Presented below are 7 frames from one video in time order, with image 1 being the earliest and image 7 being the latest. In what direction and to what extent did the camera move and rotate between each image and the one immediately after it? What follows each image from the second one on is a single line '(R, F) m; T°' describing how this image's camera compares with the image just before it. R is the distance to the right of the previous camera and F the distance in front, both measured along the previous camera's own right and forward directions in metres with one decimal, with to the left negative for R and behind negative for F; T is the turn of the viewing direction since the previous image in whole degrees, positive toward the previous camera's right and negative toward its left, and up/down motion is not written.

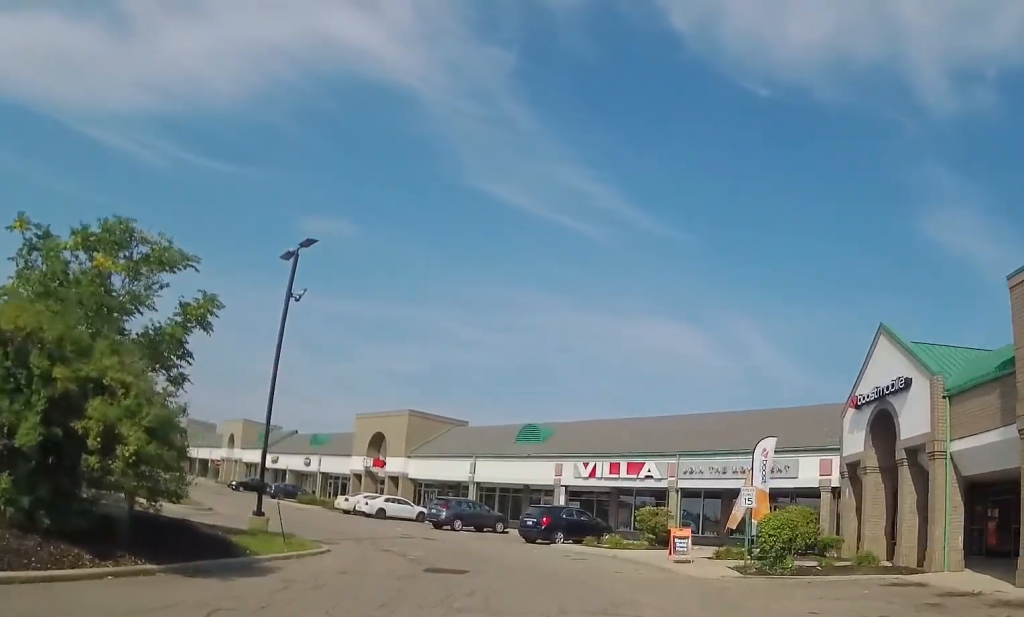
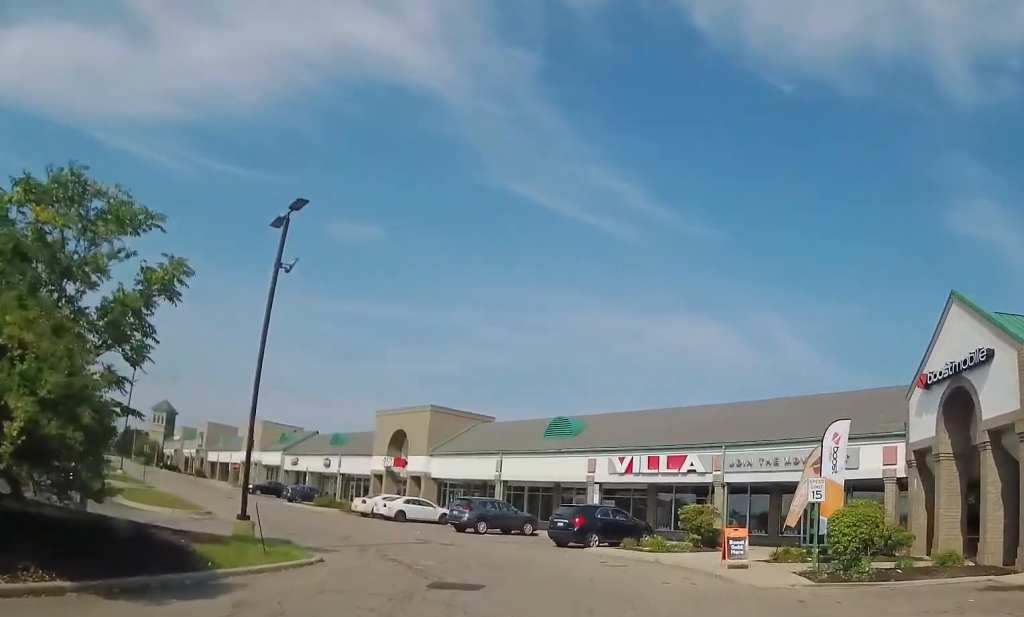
(-0.2, +3.2) m; -4°
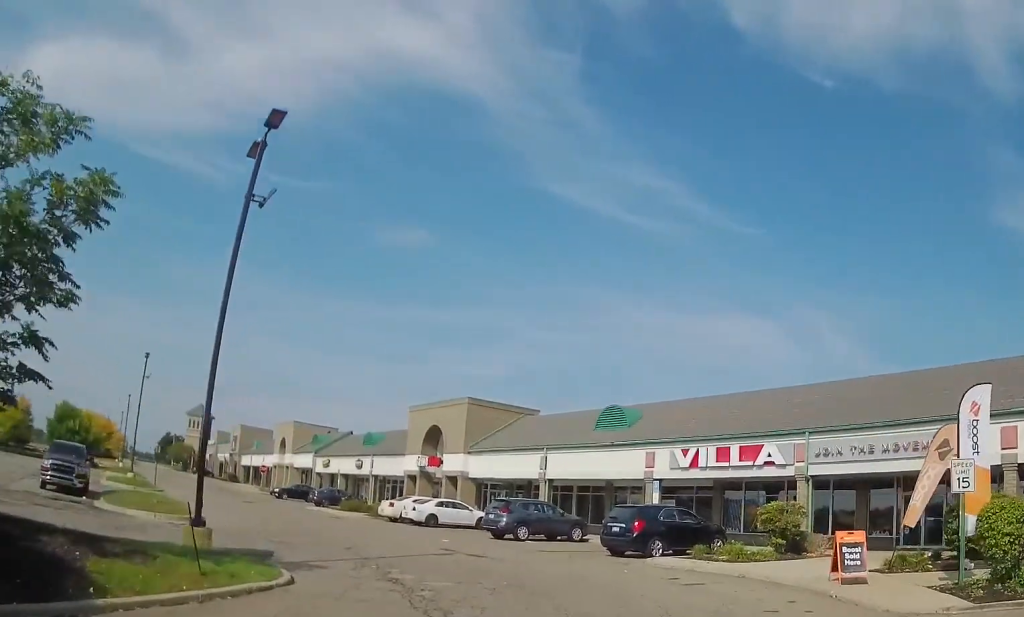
(-0.1, +5.0) m; -3°
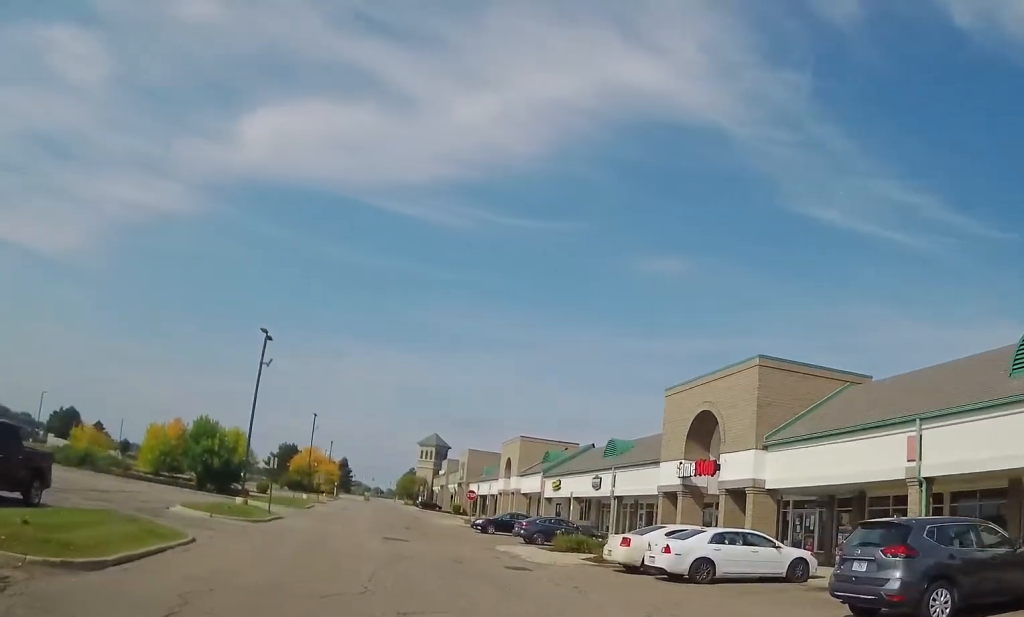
(-2.1, +17.5) m; -21°
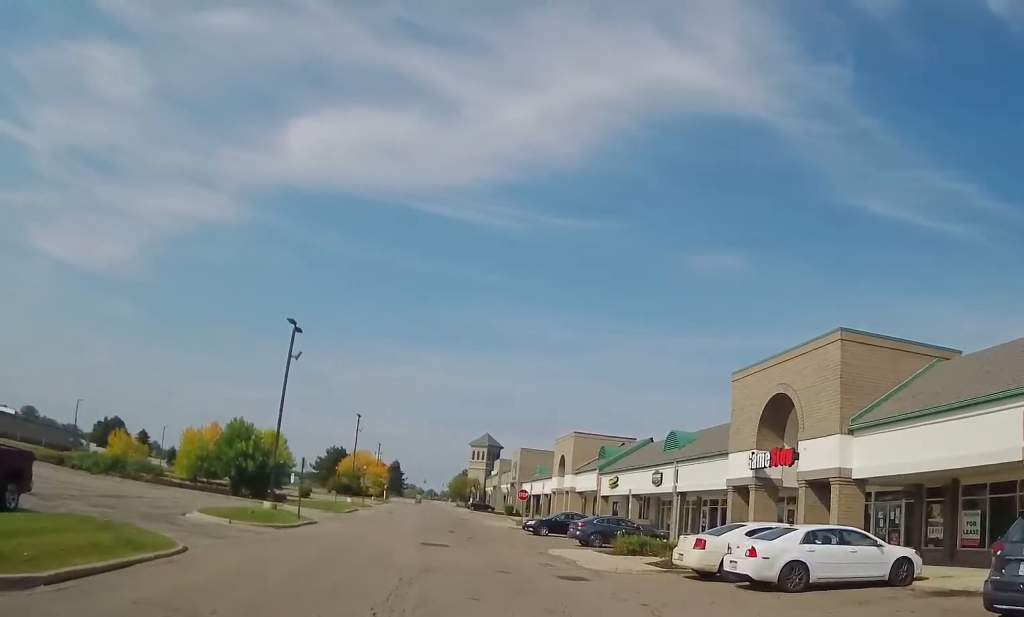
(0.0, +3.0) m; -6°
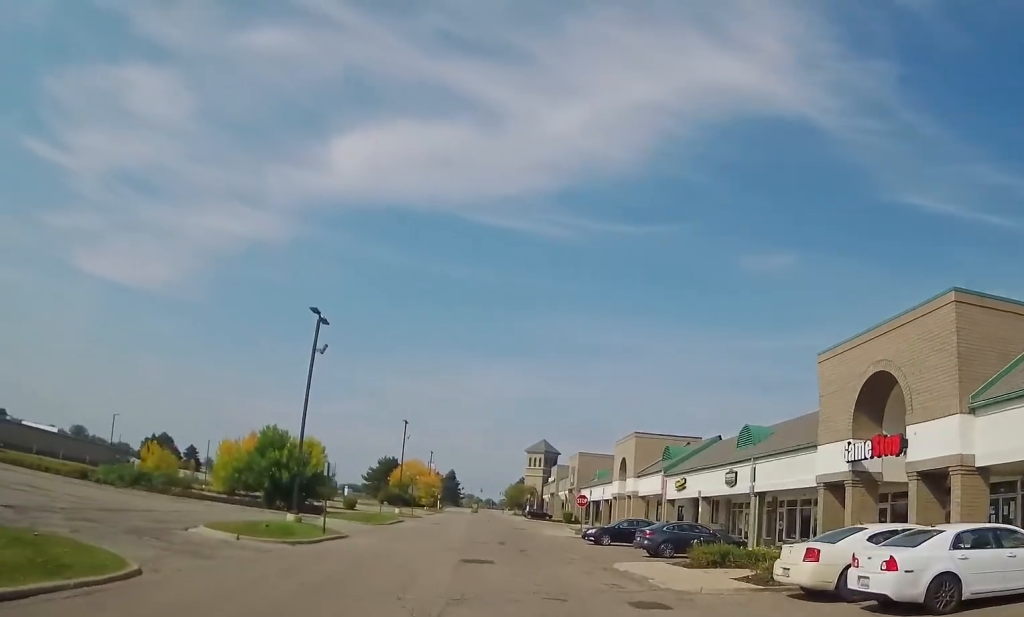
(-0.7, +4.0) m; -3°
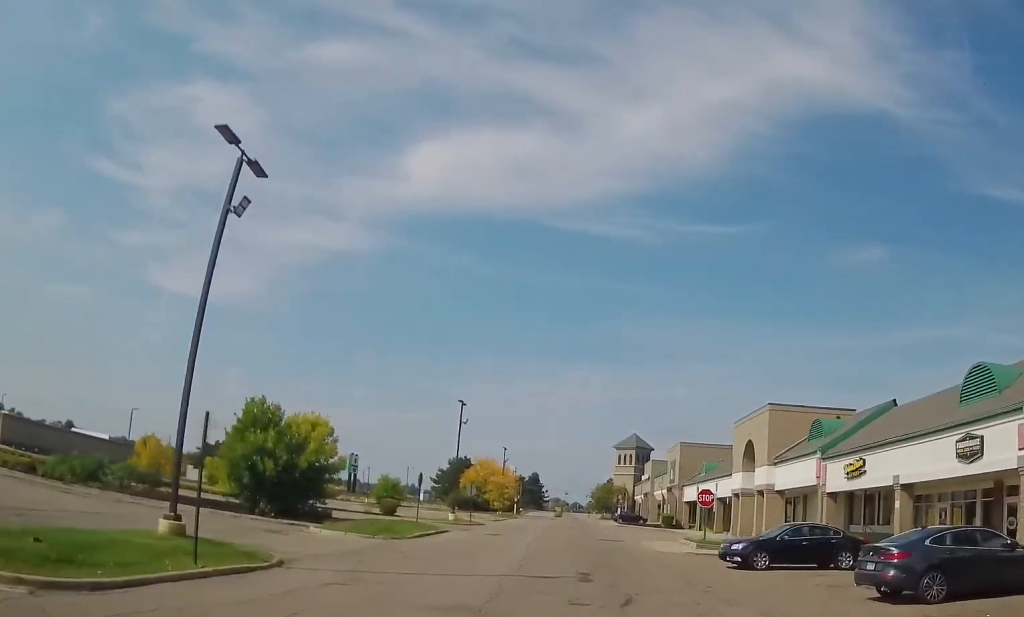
(-0.6, +15.1) m; -8°
